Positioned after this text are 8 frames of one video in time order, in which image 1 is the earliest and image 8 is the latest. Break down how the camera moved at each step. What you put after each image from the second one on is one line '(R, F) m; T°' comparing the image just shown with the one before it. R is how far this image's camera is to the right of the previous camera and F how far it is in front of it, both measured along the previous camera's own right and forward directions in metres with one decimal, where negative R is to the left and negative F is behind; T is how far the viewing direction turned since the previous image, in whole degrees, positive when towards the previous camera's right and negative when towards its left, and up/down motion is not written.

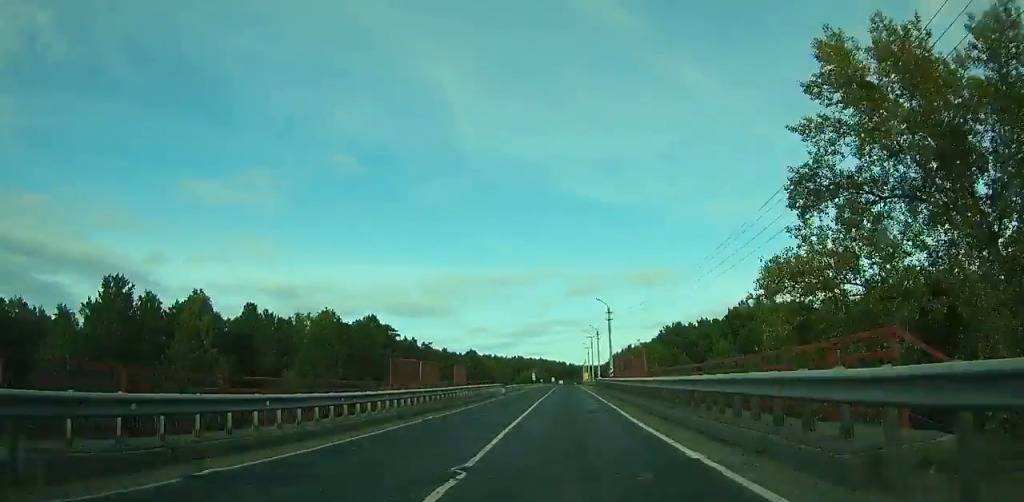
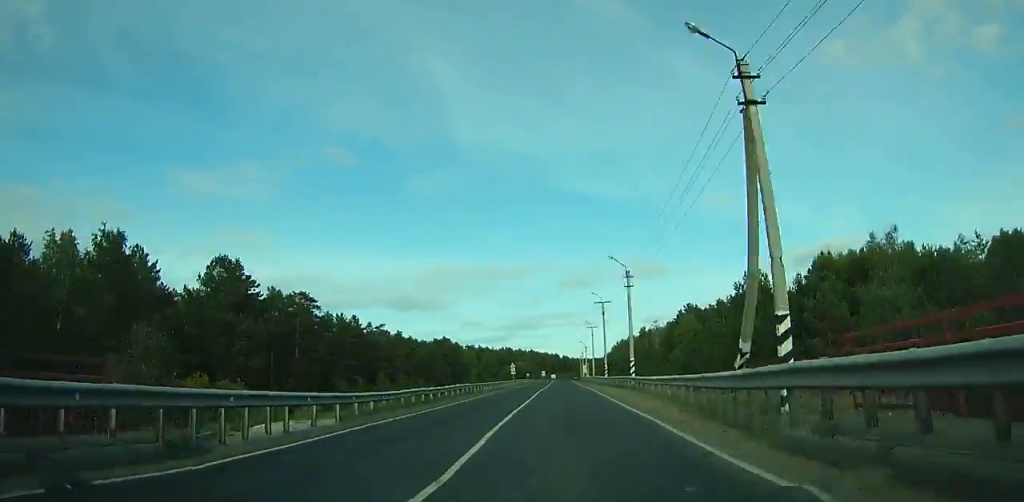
(+0.1, +46.0) m; 0°
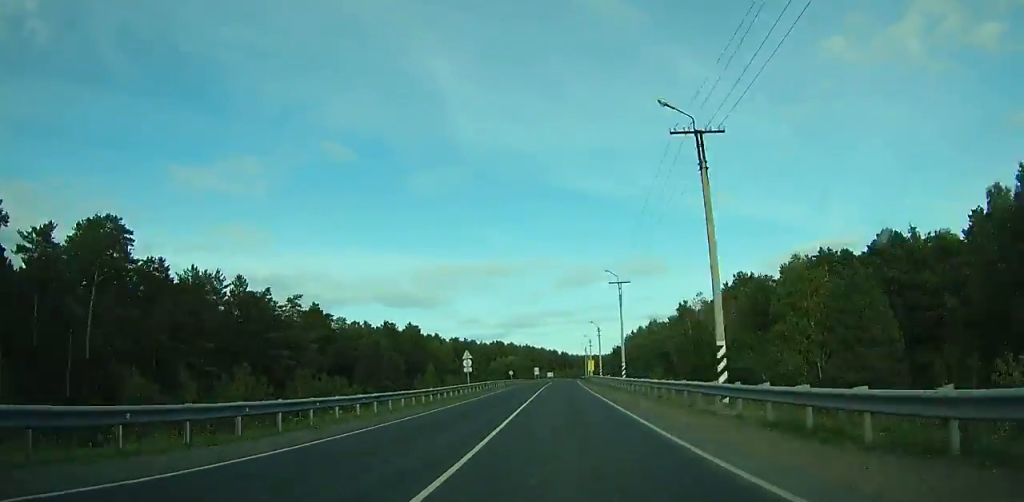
(+0.1, +46.5) m; 0°
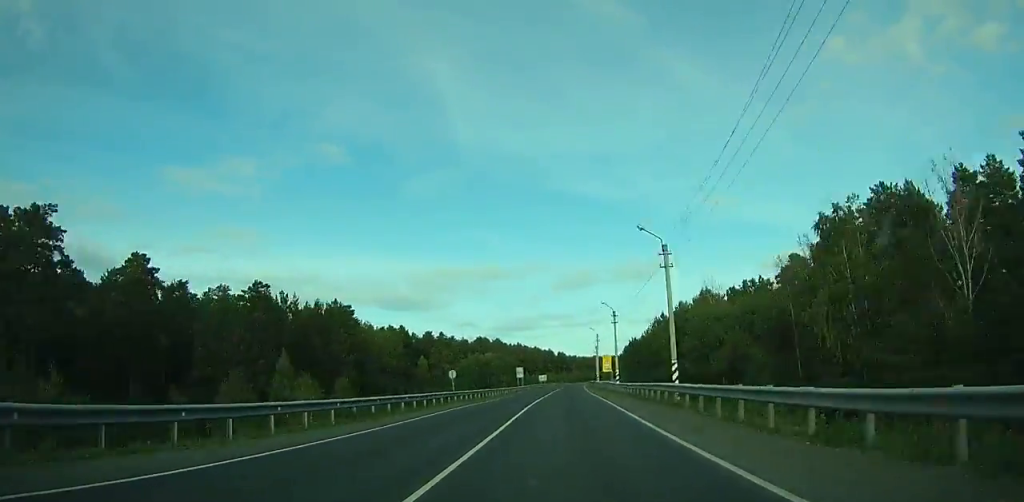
(+0.2, +54.5) m; 0°
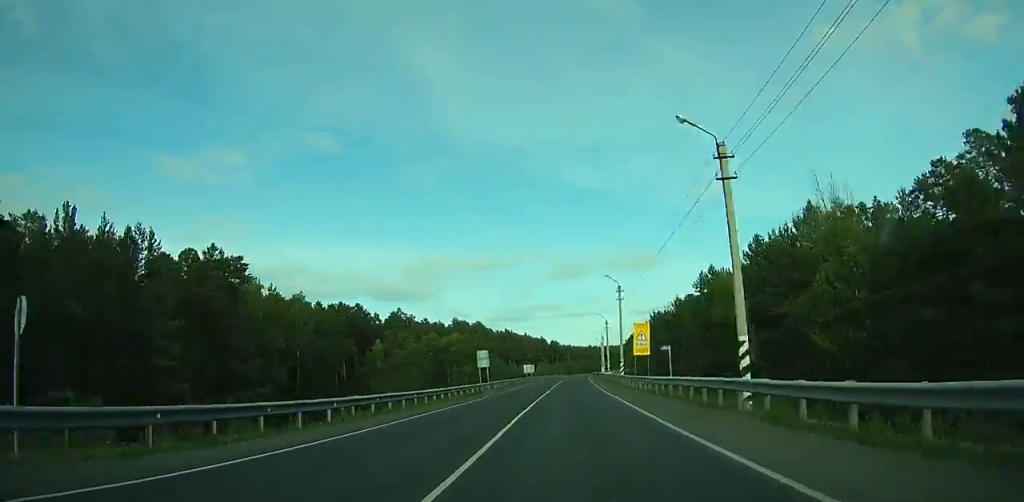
(+0.1, +41.3) m; +1°
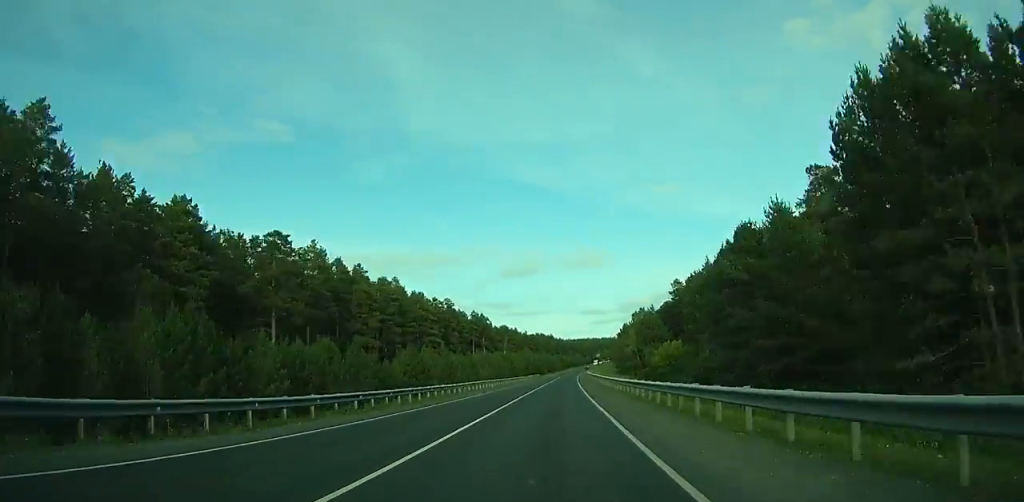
(+7.9, +182.4) m; +5°
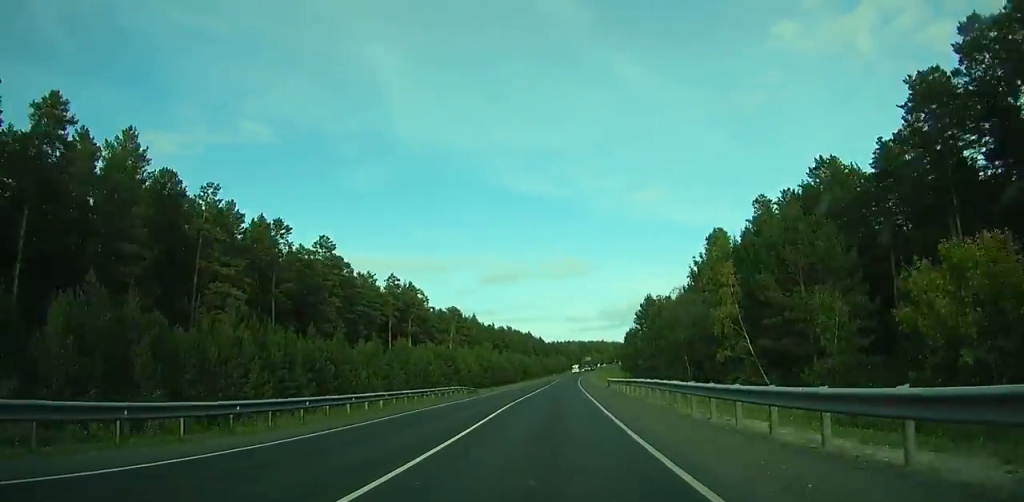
(+1.0, +87.2) m; +8°
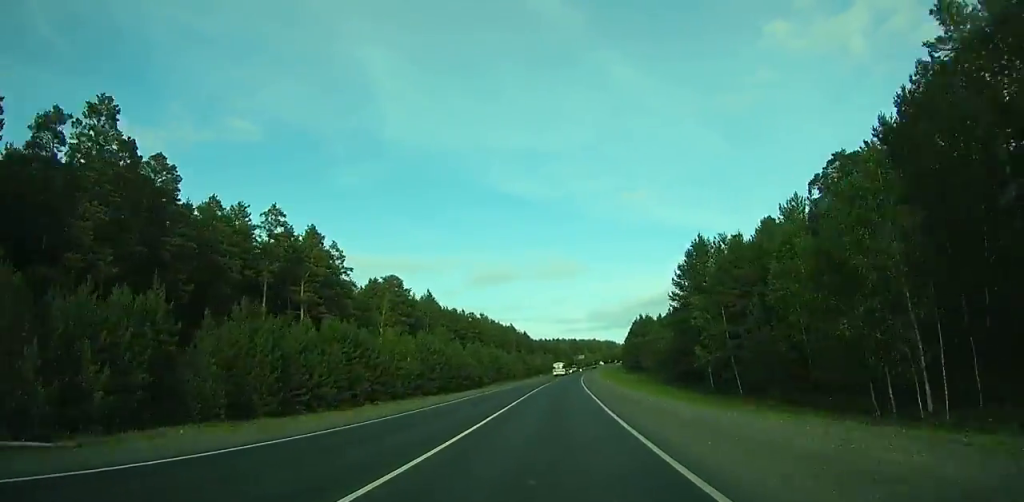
(+6.3, +53.3) m; -2°
